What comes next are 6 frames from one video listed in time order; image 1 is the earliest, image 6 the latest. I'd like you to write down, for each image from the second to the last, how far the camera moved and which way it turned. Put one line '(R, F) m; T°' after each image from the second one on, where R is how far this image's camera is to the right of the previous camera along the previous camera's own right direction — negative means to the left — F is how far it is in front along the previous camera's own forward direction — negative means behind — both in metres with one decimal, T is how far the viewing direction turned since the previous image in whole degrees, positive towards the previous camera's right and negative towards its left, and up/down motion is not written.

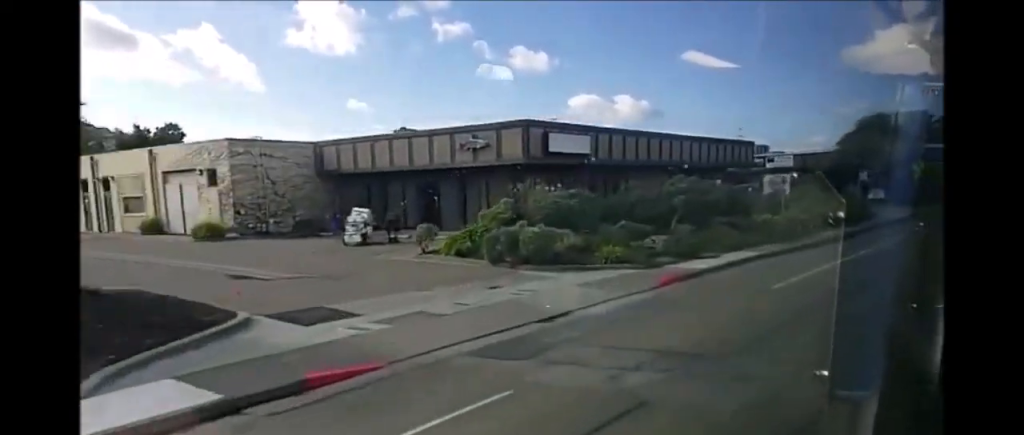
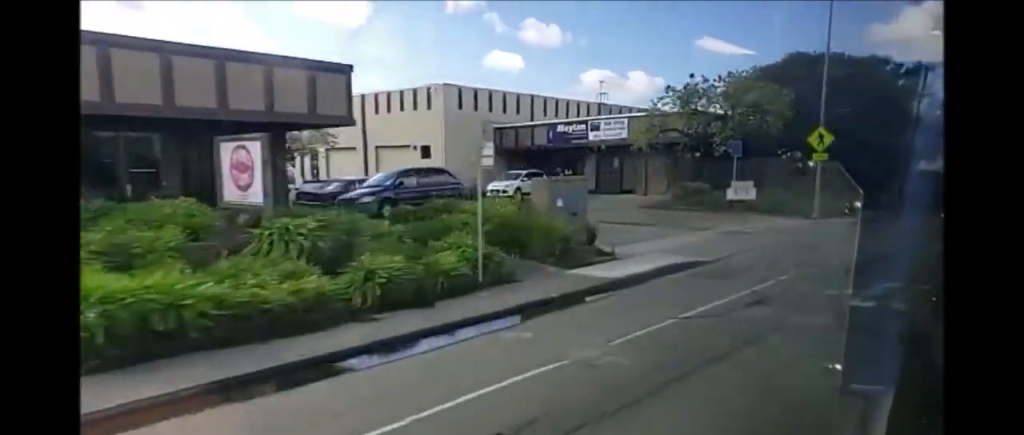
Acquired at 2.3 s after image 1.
(-0.5, +33.5) m; 0°
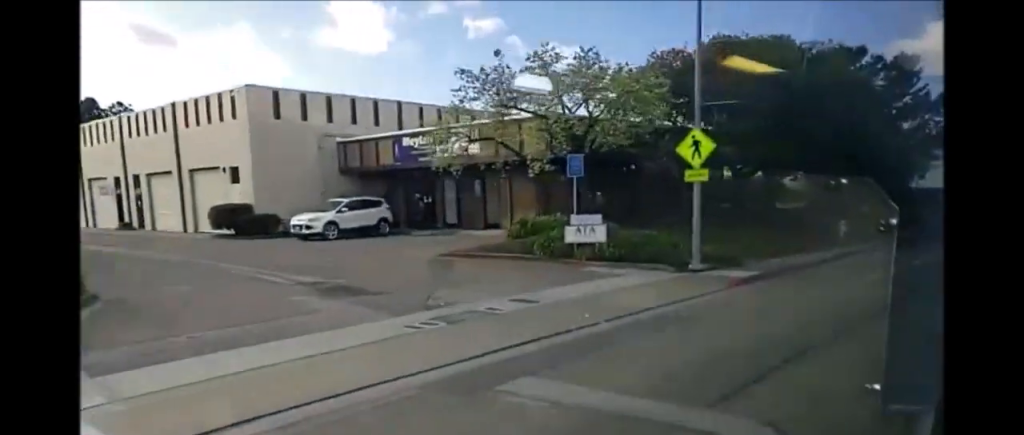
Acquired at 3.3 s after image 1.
(+0.3, +14.1) m; +1°
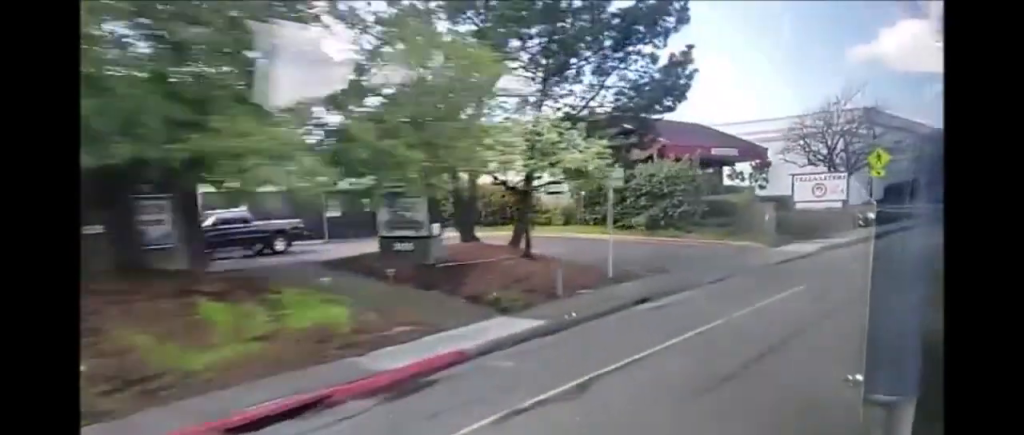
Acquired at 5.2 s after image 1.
(-1.1, +27.4) m; -3°
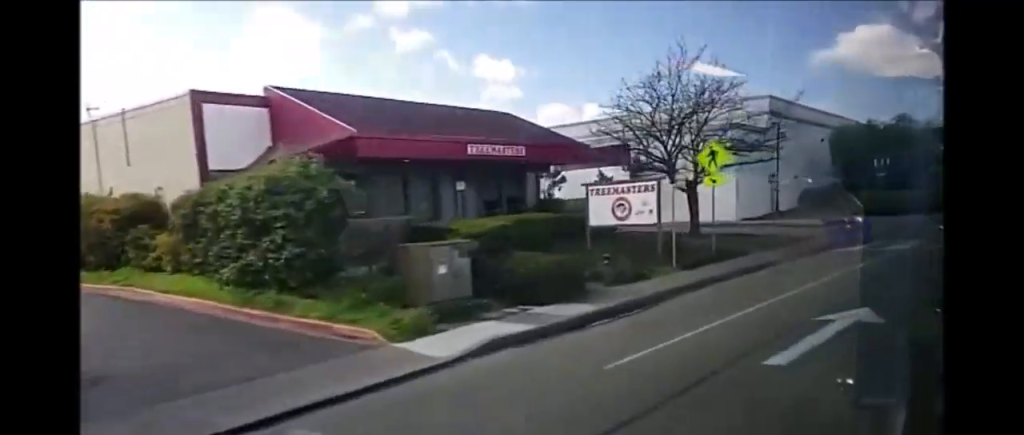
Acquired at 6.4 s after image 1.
(+0.6, +16.4) m; +3°
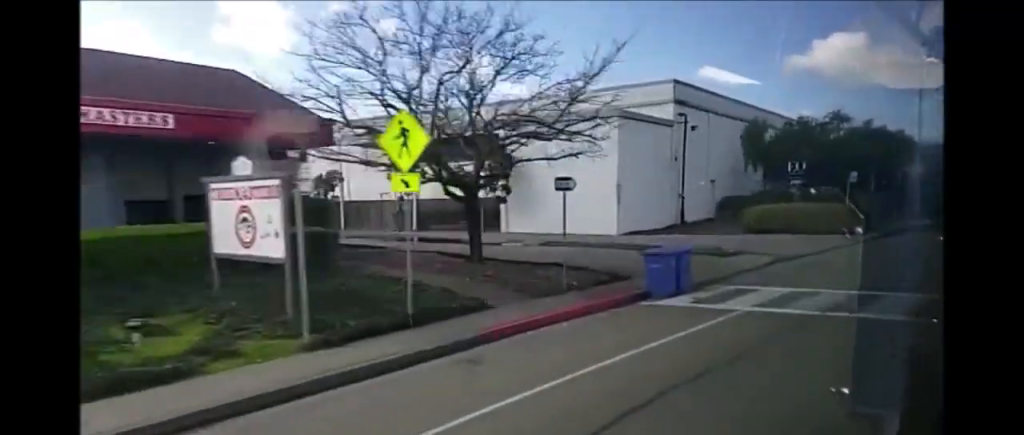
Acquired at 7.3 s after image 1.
(0.0, +11.5) m; +3°
